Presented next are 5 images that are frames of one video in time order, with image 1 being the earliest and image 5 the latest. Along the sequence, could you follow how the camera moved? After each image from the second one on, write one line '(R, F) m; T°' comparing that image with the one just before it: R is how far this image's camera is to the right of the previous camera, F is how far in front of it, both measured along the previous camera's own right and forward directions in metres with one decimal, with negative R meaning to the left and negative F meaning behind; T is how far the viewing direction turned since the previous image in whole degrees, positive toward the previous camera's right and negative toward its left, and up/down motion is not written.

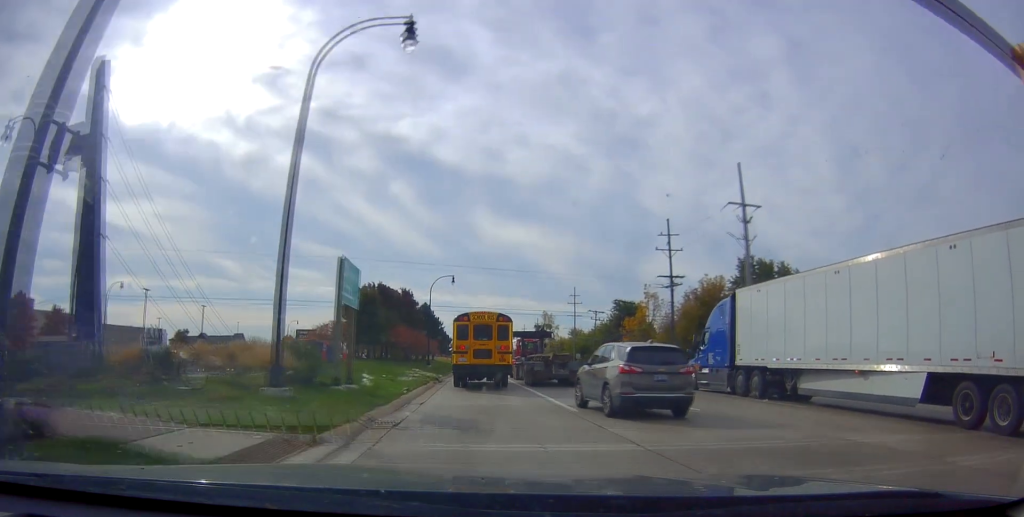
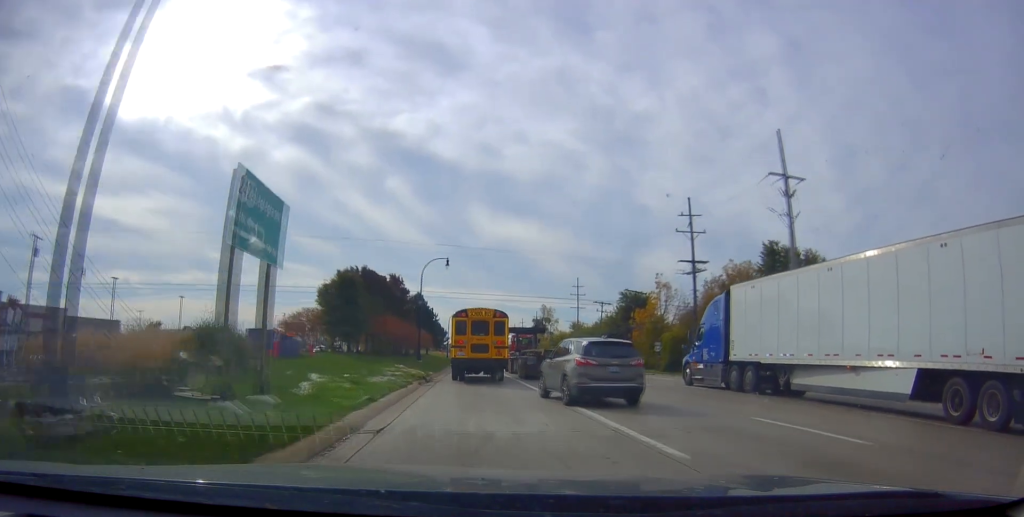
(-0.6, +7.6) m; 0°
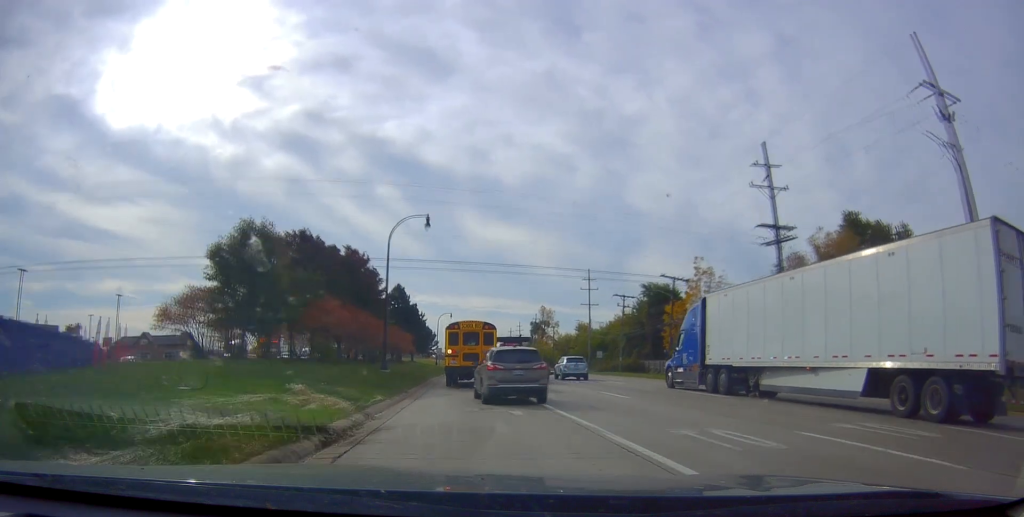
(+0.8, +18.2) m; +2°
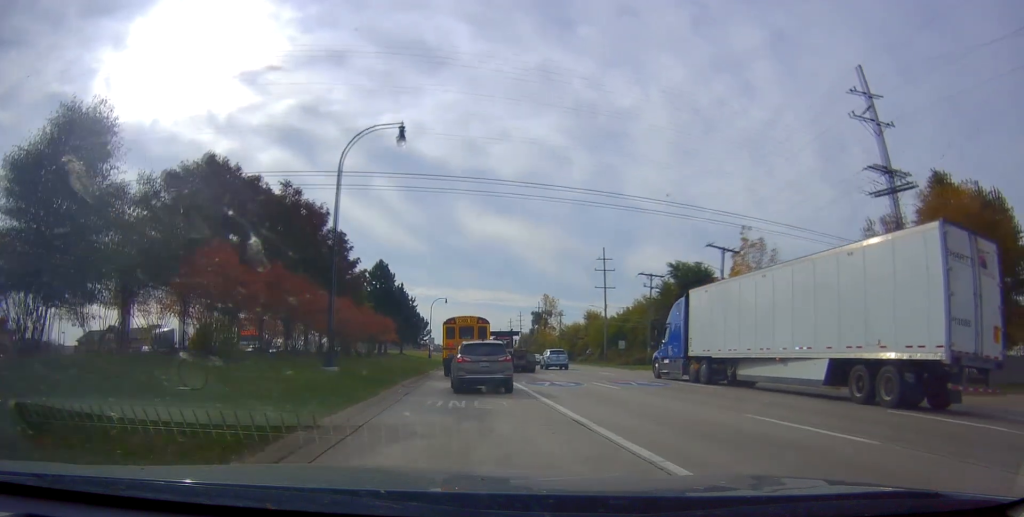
(0.0, +13.6) m; +1°
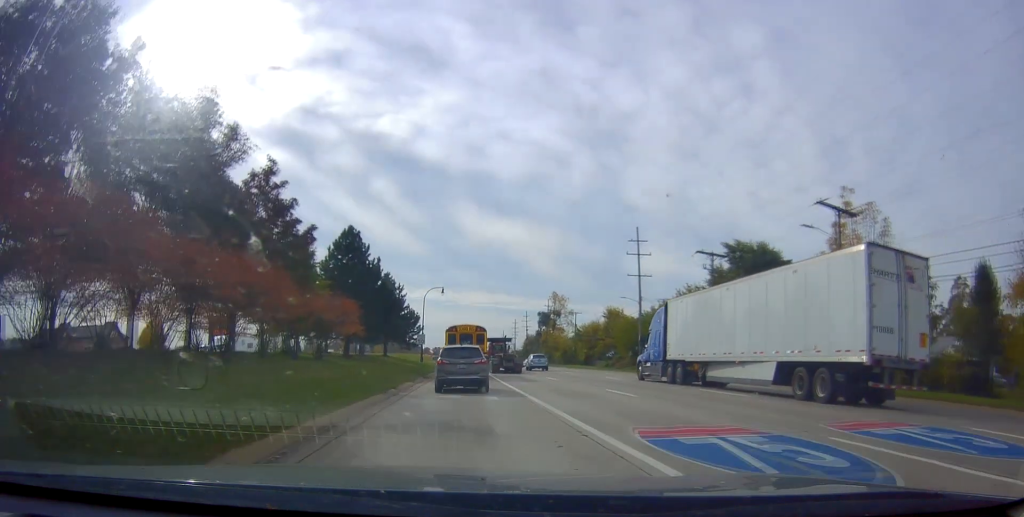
(-0.1, +17.8) m; -3°
